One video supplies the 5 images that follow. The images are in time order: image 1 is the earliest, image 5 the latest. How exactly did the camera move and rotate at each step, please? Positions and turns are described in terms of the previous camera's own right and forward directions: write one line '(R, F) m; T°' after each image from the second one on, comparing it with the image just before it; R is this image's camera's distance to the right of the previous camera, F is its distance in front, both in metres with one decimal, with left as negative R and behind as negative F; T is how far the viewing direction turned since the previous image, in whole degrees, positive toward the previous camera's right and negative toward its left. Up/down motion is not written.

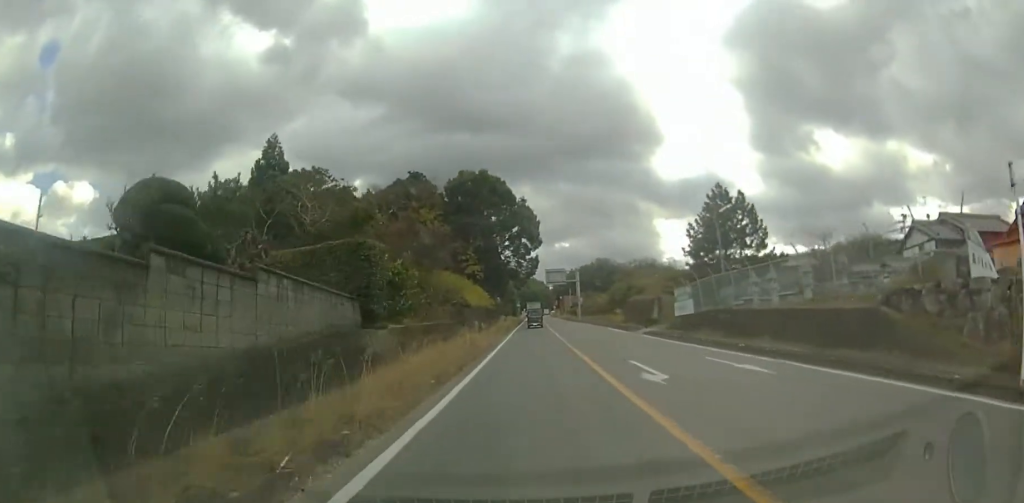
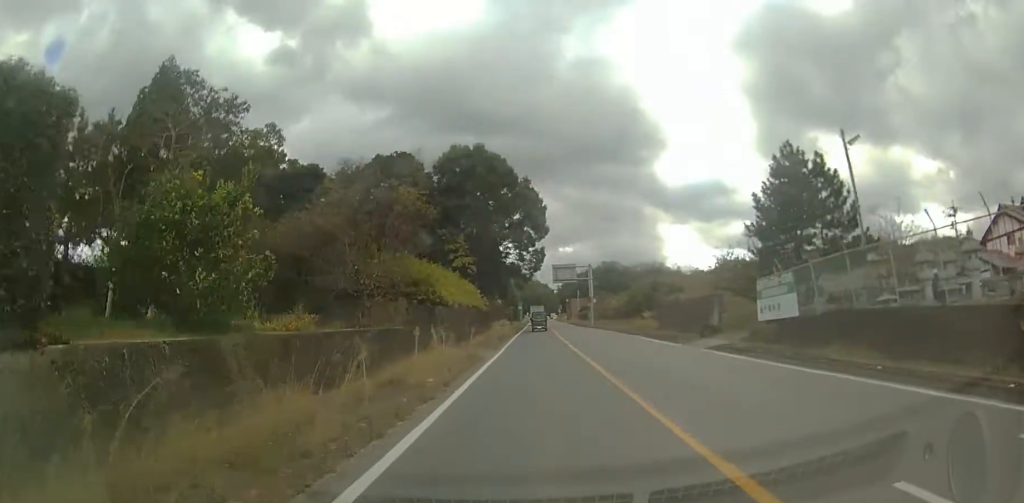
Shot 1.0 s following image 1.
(0.0, +11.6) m; 0°
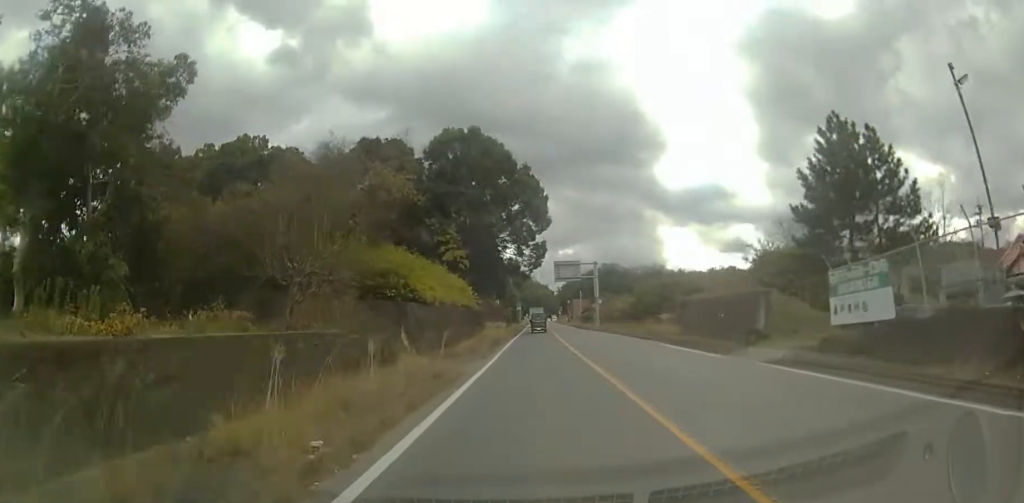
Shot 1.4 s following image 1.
(0.0, +5.6) m; 0°
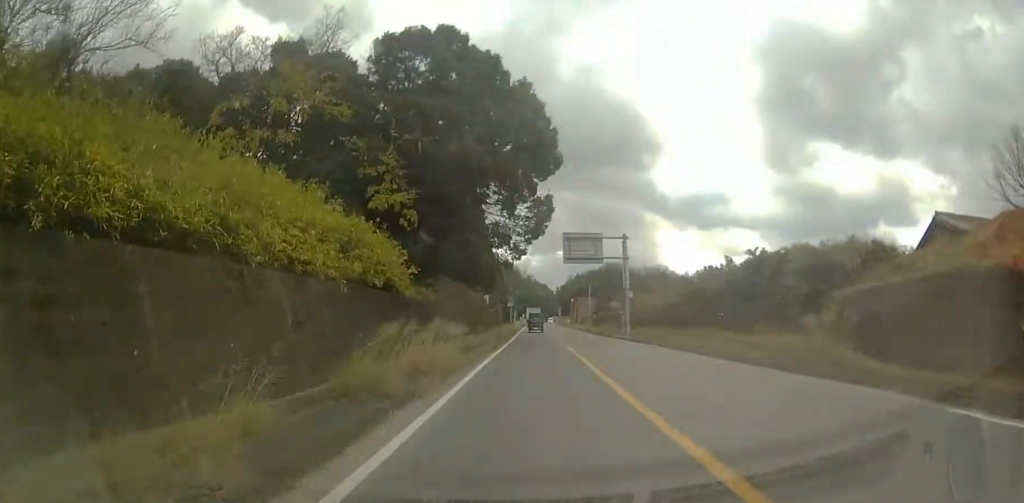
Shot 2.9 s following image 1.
(-0.2, +19.1) m; -1°
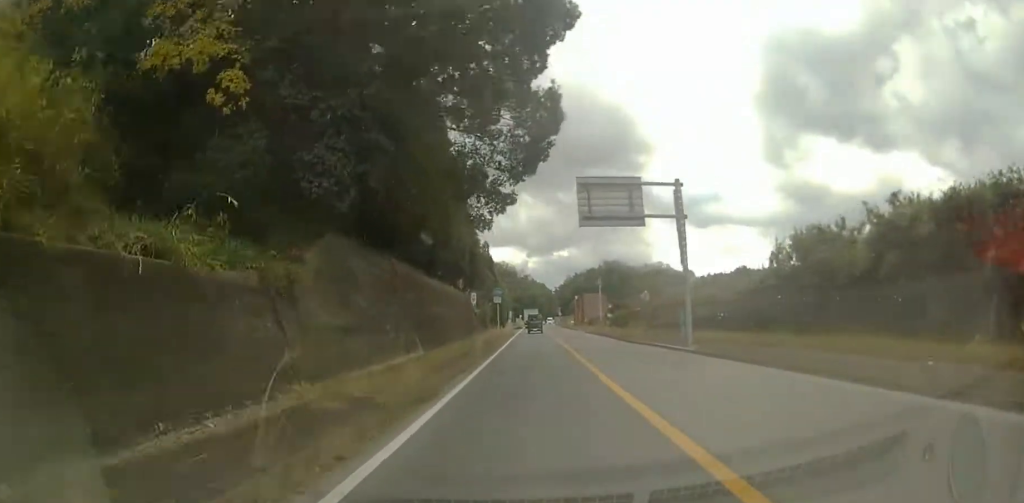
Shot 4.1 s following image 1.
(0.0, +15.3) m; 0°
